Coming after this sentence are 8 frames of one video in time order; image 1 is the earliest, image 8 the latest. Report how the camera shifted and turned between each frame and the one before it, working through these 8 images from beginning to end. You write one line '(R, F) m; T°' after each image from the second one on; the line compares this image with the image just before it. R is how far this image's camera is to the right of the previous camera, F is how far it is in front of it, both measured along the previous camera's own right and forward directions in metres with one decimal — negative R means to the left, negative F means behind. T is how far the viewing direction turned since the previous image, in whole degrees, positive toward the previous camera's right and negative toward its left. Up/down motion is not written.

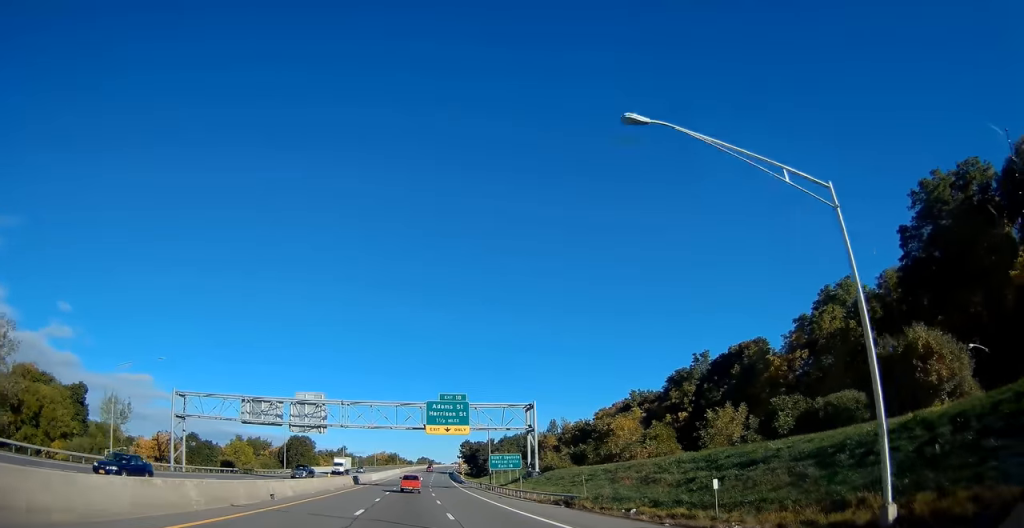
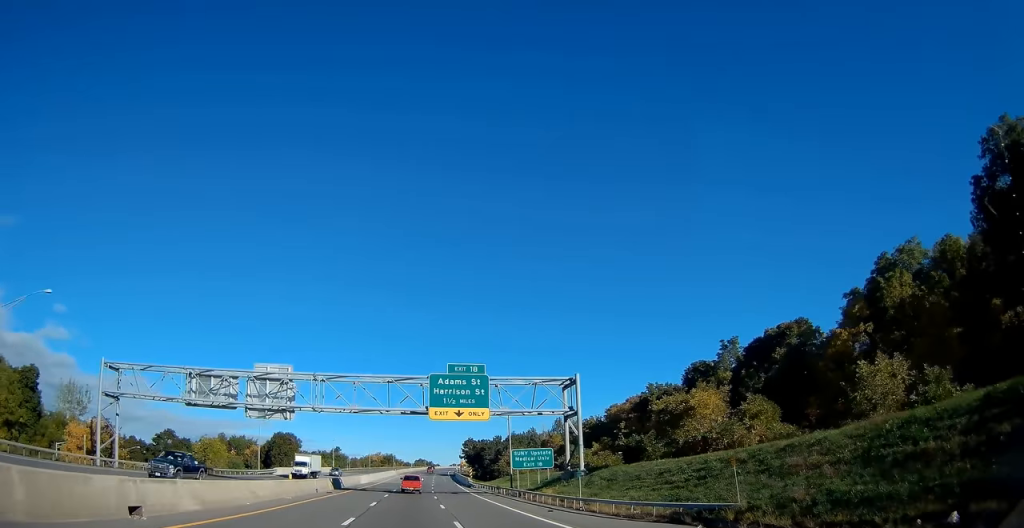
(+0.1, +17.2) m; +1°
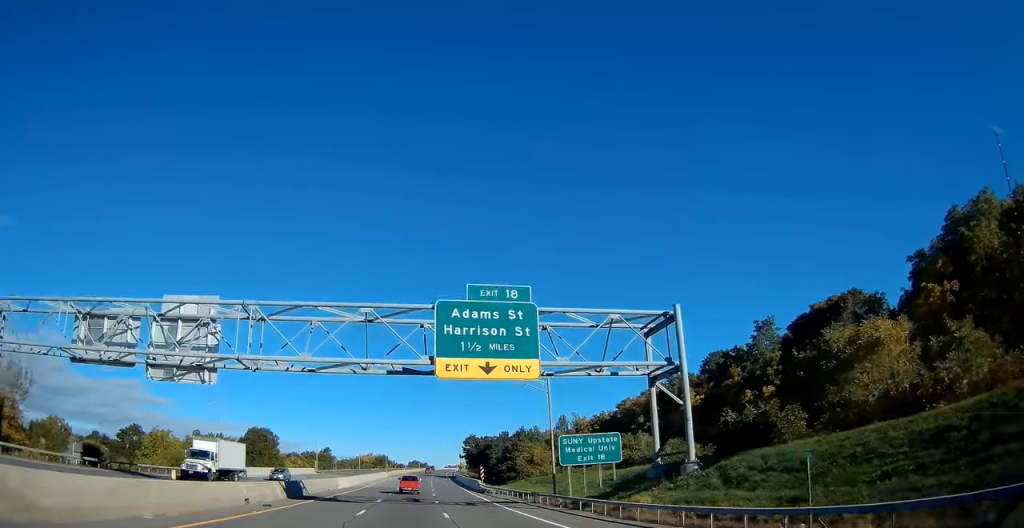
(0.0, +18.3) m; +1°
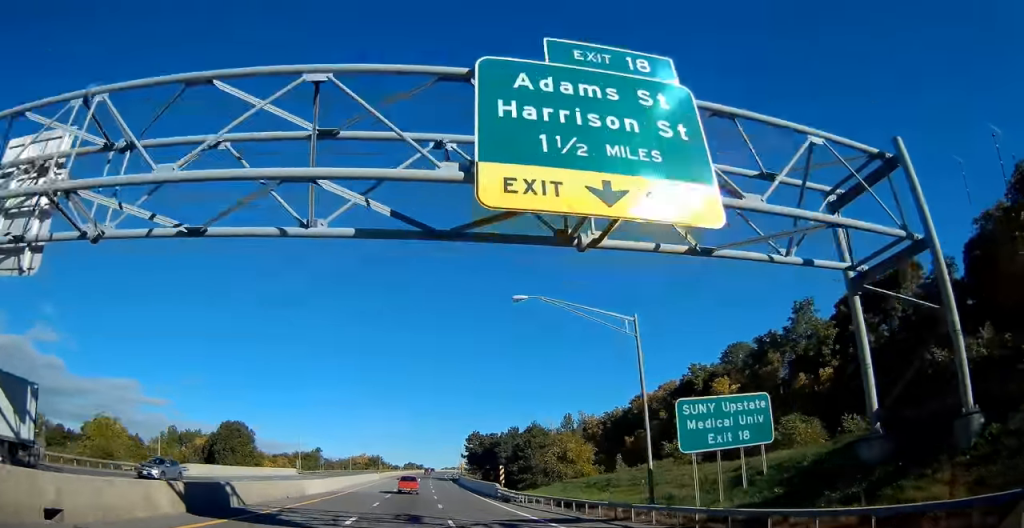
(+0.1, +16.1) m; +1°
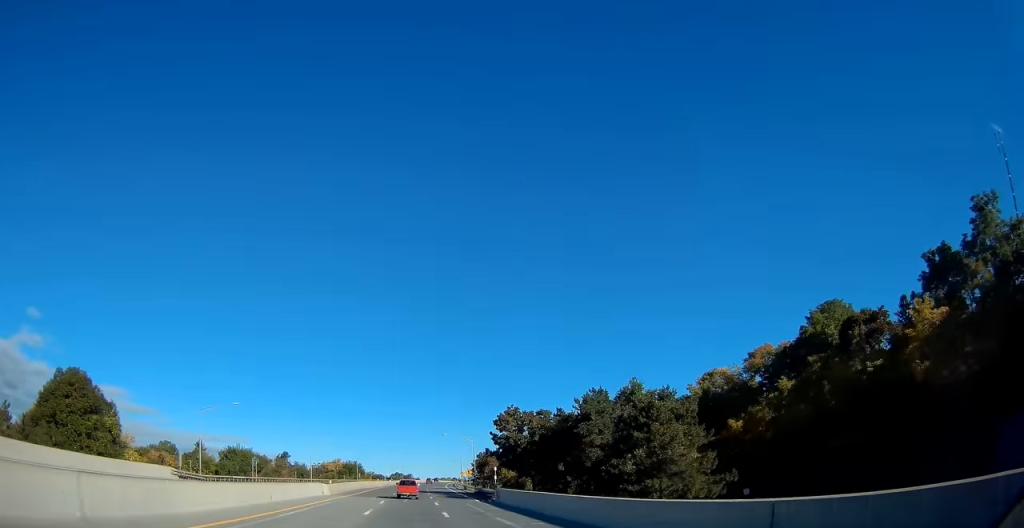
(+0.8, +54.1) m; +1°
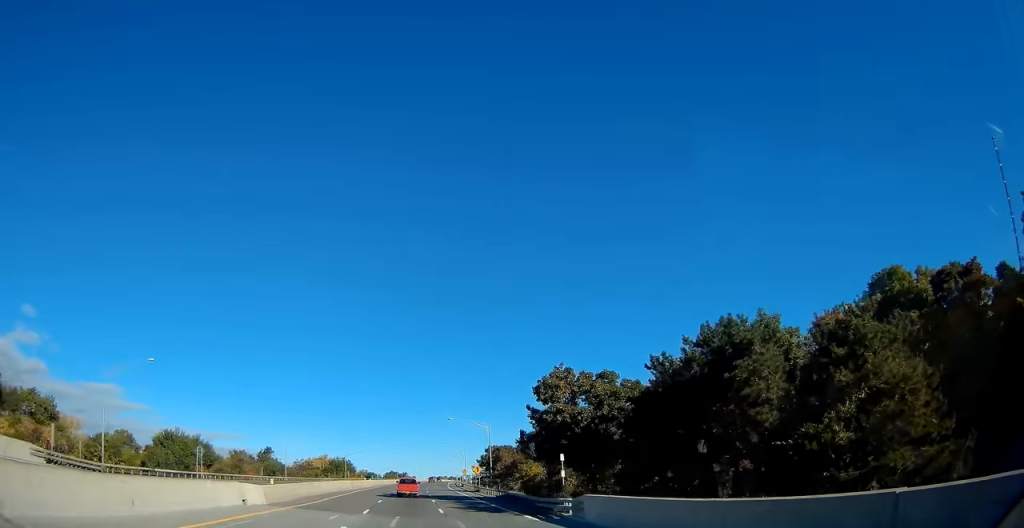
(0.0, +23.7) m; 0°
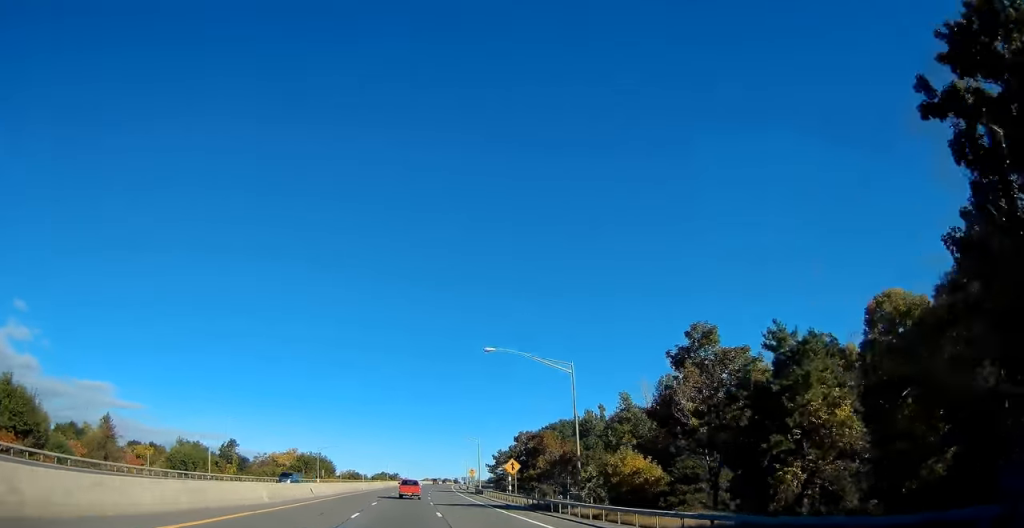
(+0.4, +39.5) m; +1°
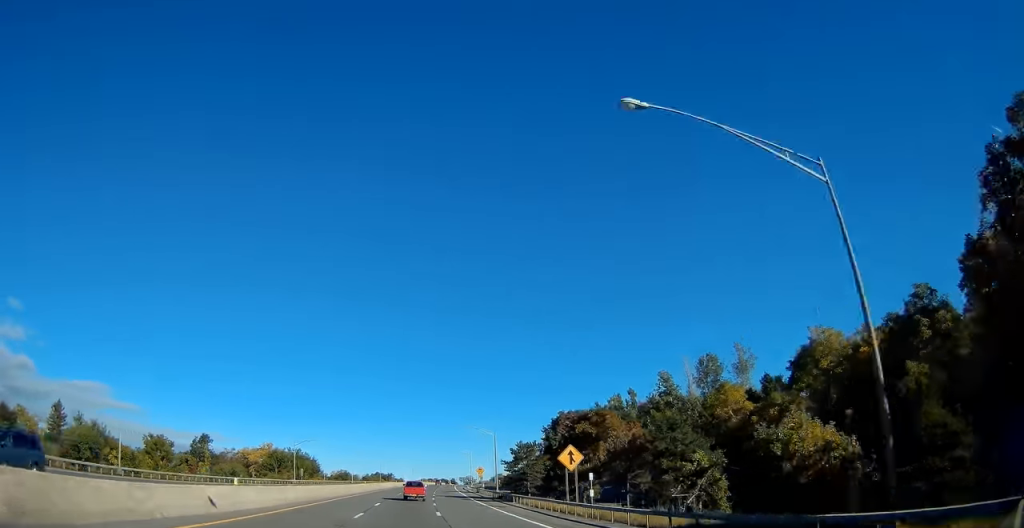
(0.0, +22.2) m; 0°
